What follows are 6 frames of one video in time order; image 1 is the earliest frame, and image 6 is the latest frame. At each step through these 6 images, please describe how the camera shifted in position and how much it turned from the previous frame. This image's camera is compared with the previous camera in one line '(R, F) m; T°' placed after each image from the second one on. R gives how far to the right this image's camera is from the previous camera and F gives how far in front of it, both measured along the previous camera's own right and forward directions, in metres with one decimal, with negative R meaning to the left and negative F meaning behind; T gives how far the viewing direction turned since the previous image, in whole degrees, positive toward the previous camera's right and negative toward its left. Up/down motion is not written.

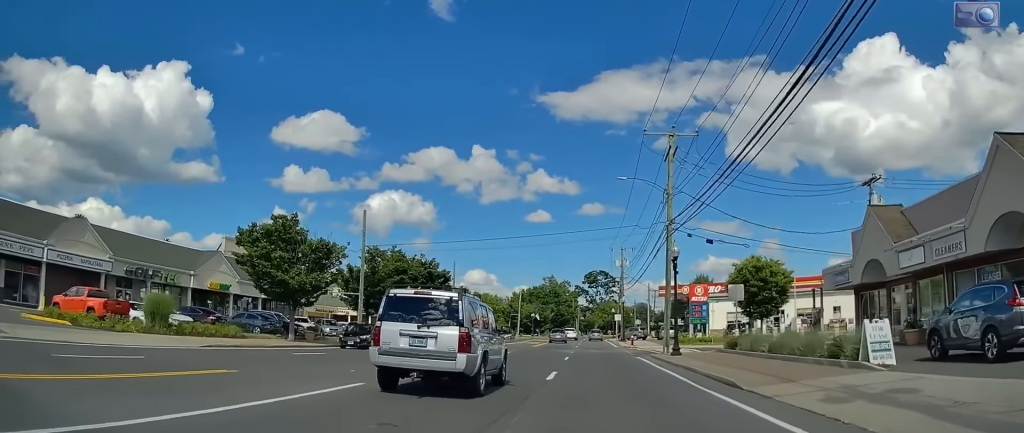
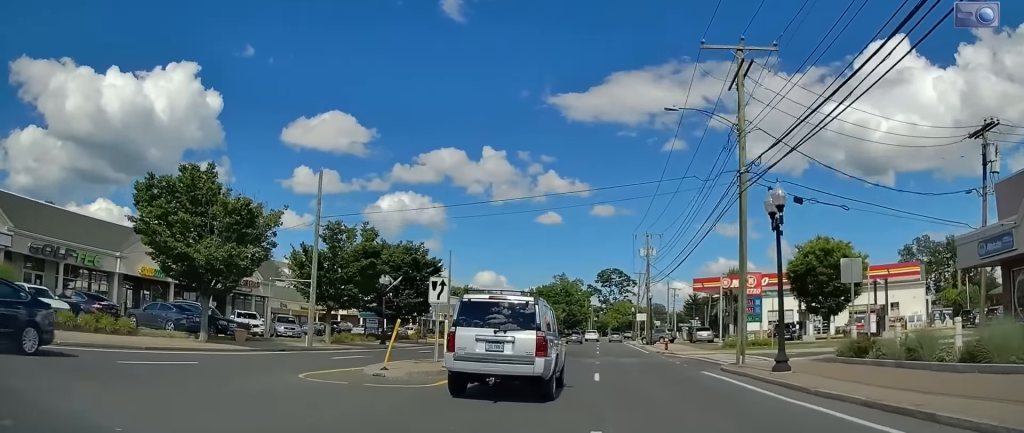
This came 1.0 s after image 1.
(-0.4, +11.6) m; -2°
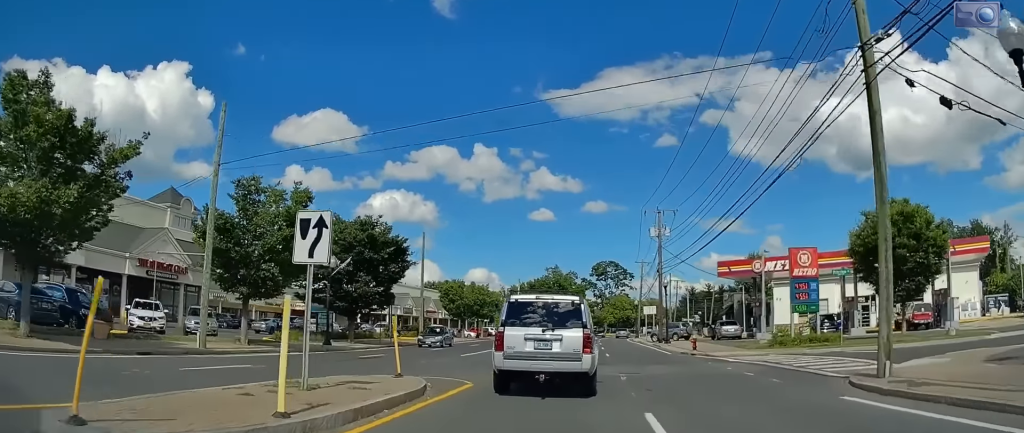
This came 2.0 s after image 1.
(0.0, +10.8) m; +1°
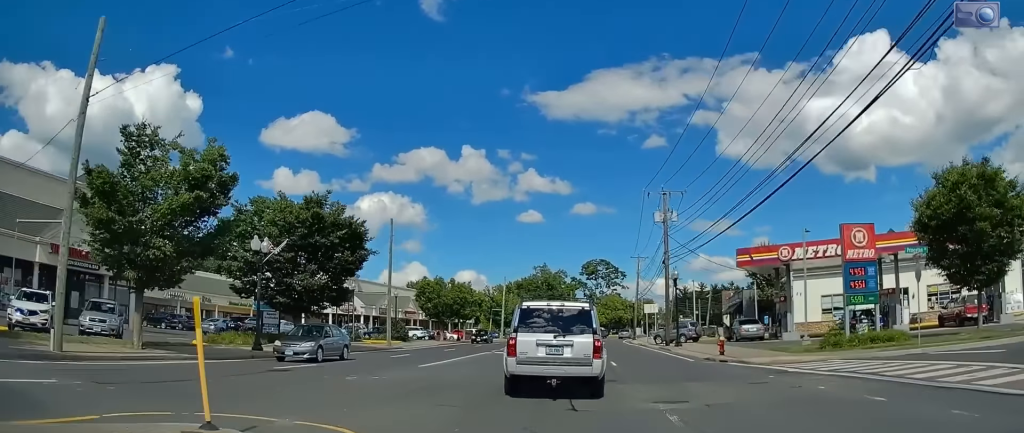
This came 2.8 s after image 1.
(+0.2, +7.7) m; +1°
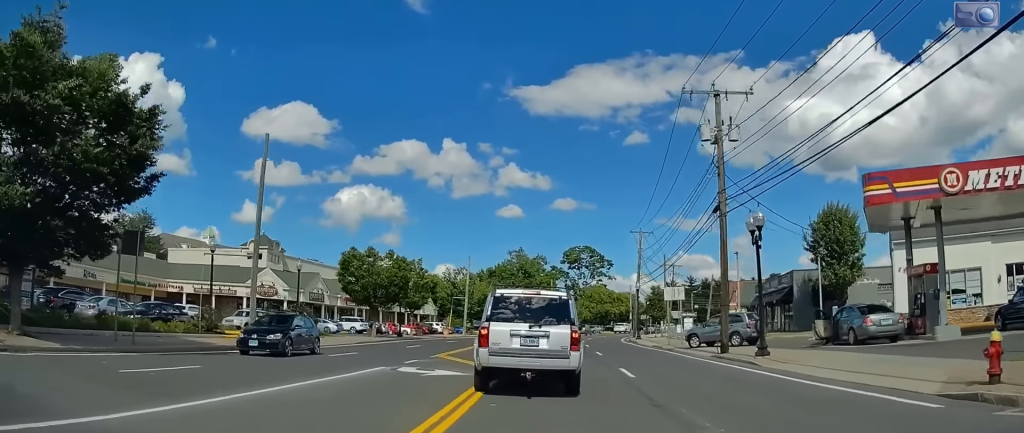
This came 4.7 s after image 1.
(+0.2, +19.0) m; +2°
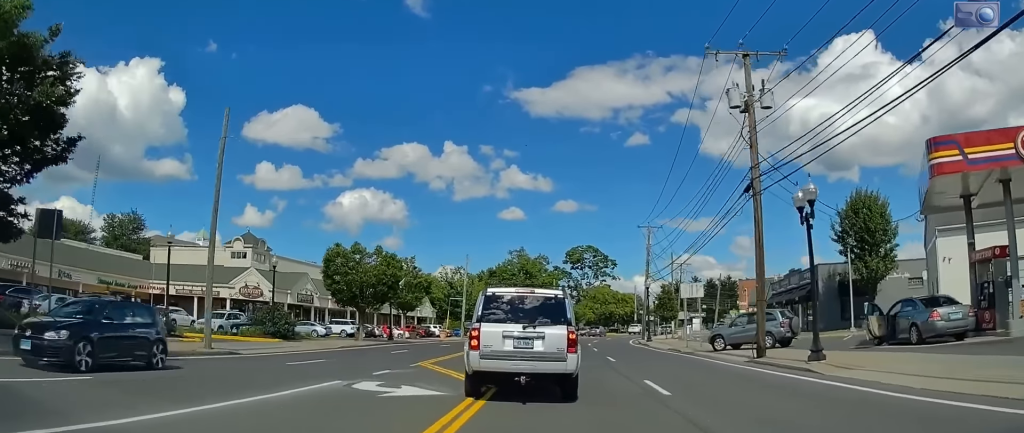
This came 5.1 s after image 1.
(-0.1, +4.2) m; +1°
